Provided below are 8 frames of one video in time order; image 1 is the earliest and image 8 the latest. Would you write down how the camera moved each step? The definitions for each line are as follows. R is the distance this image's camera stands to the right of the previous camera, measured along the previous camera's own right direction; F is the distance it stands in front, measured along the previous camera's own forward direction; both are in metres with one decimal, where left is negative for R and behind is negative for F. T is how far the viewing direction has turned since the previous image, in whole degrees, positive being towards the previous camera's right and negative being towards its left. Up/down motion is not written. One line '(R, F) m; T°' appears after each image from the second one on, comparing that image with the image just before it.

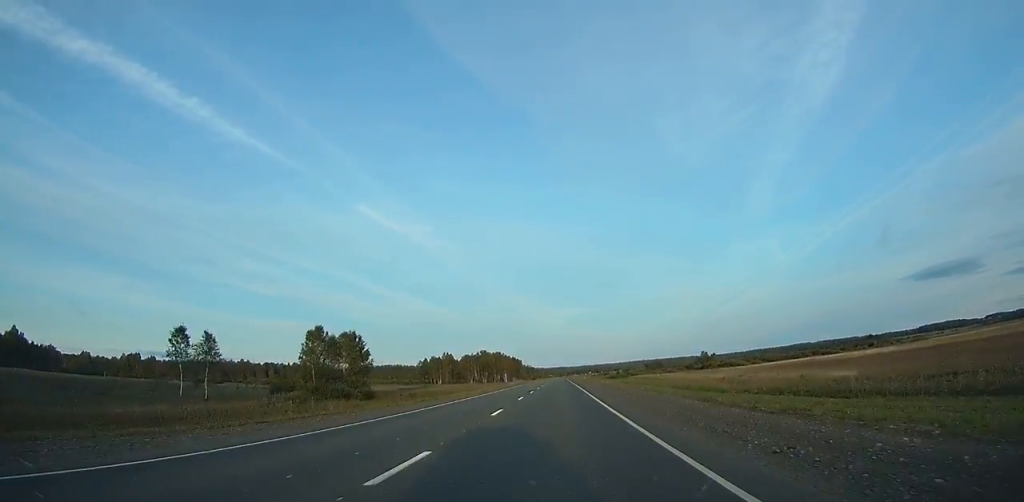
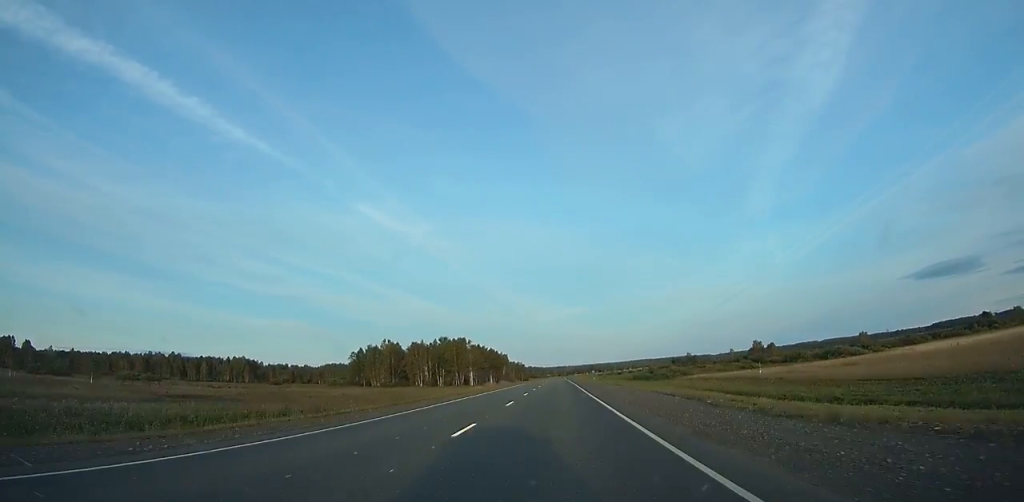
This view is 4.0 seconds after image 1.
(0.0, +94.4) m; 0°
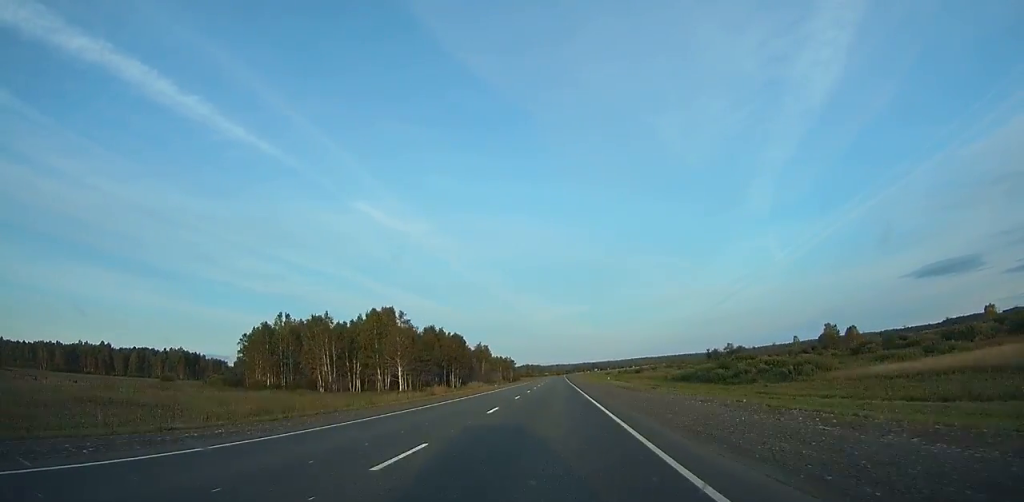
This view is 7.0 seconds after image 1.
(-0.1, +74.2) m; 0°
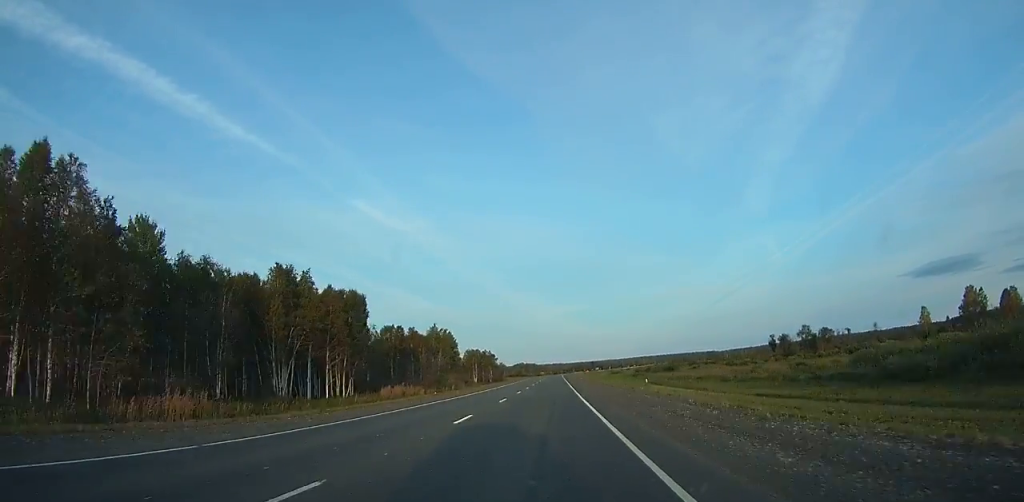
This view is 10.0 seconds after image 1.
(+0.2, +76.3) m; 0°
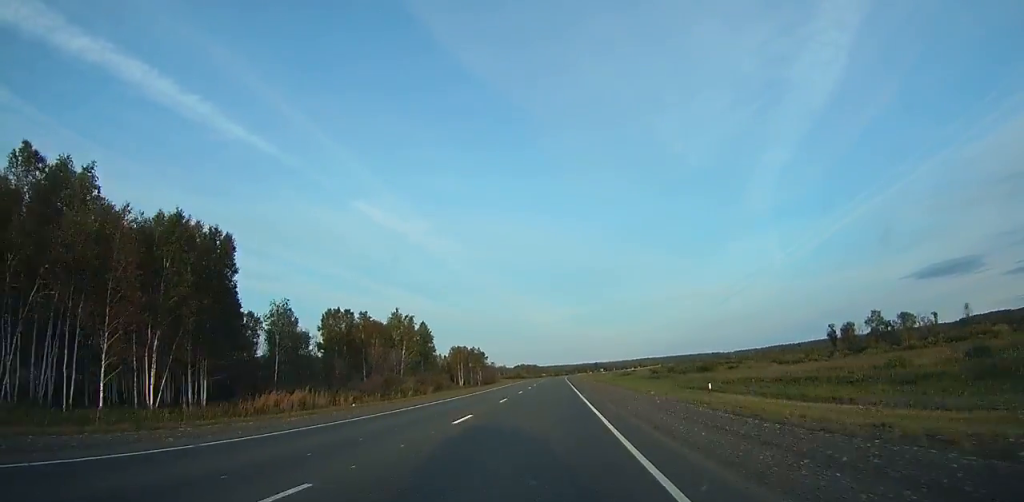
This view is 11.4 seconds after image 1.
(0.0, +36.2) m; 0°
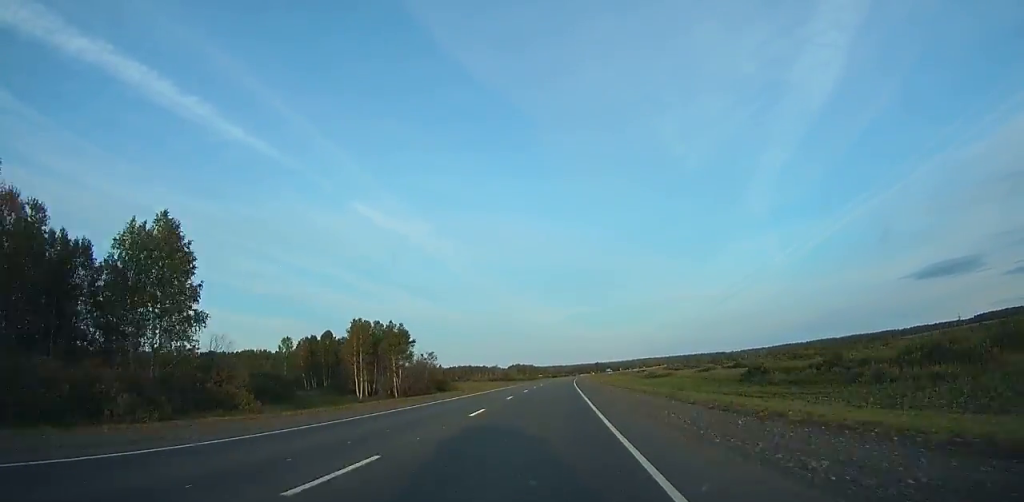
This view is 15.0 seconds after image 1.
(-0.2, +93.6) m; 0°
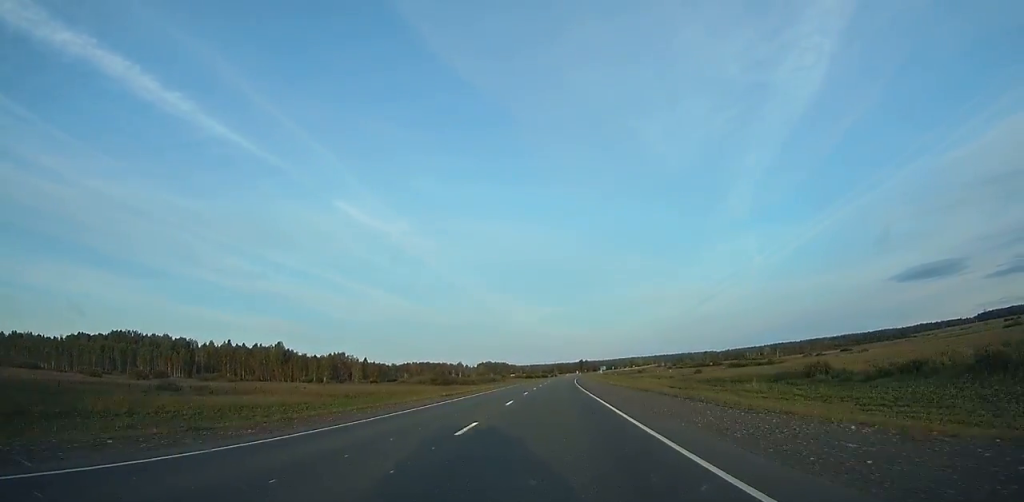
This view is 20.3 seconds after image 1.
(+0.3, +137.9) m; +1°
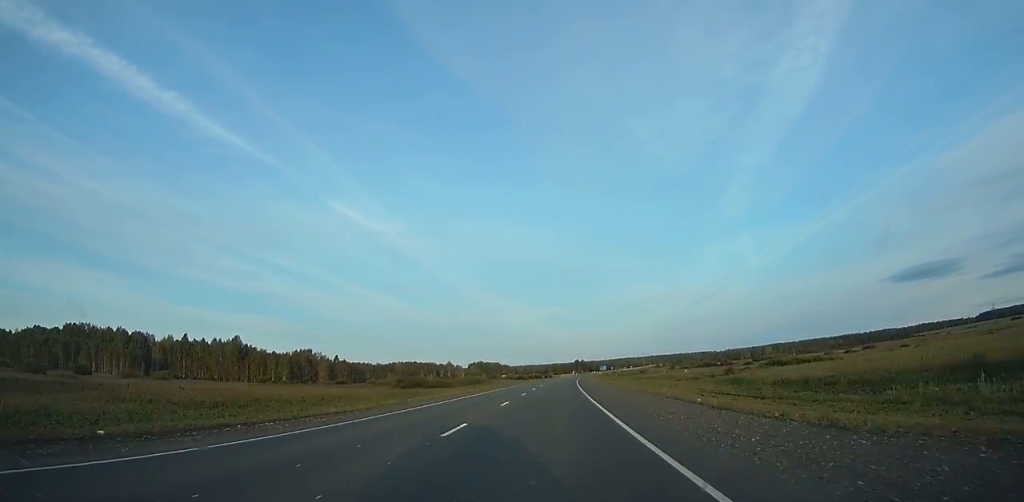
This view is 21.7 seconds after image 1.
(-0.1, +36.2) m; +1°
